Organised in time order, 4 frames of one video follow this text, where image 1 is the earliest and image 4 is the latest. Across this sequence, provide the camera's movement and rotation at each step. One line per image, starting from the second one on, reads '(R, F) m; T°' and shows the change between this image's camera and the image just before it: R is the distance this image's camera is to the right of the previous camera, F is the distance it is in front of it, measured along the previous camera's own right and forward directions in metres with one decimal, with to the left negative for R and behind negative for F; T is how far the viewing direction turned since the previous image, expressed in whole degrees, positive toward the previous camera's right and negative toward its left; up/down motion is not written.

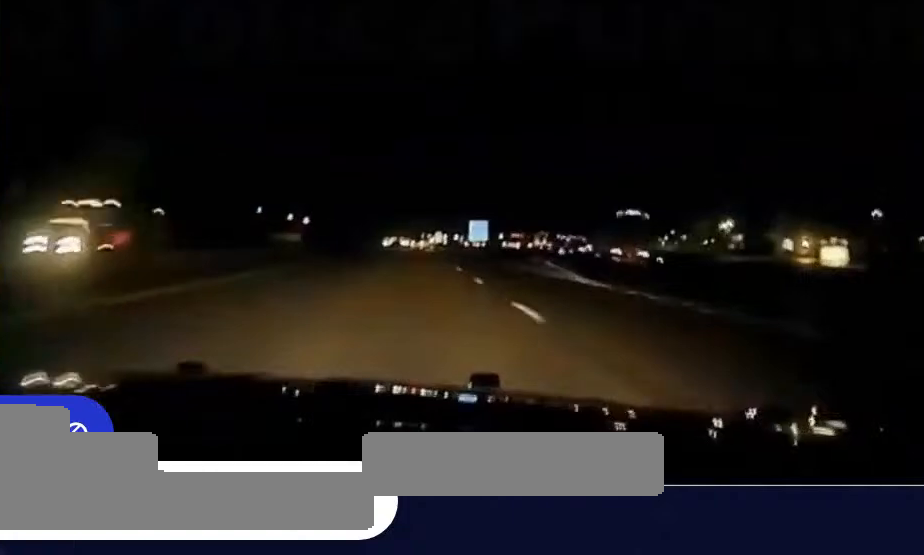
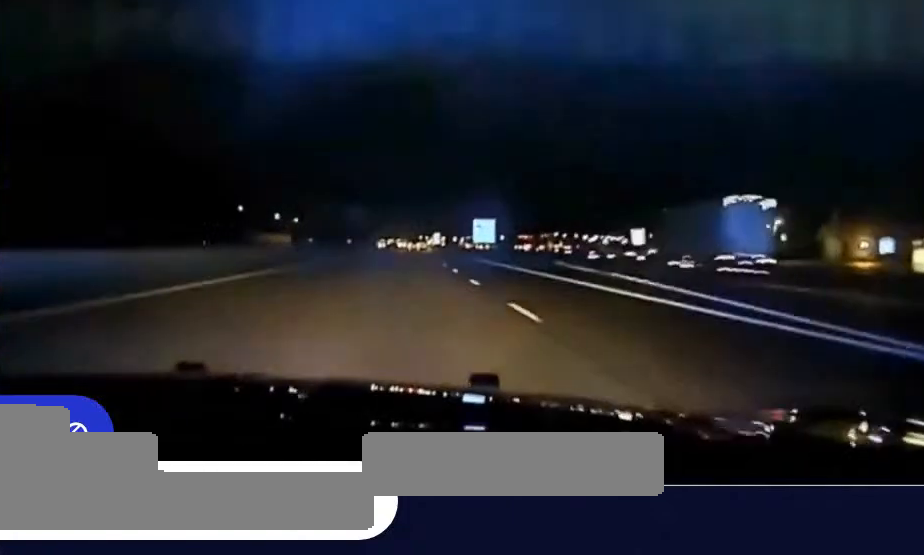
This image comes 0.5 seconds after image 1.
(0.0, +23.0) m; 0°
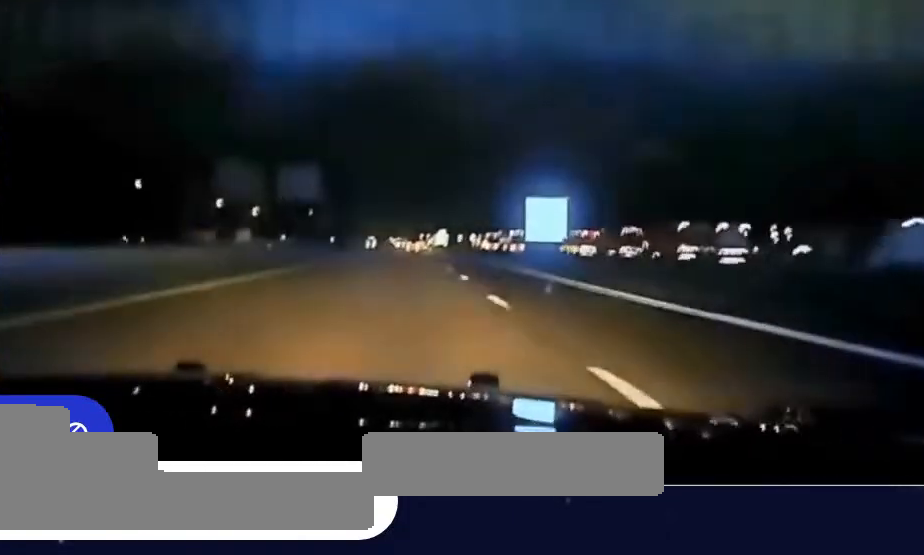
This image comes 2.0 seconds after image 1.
(0.0, +87.4) m; 0°
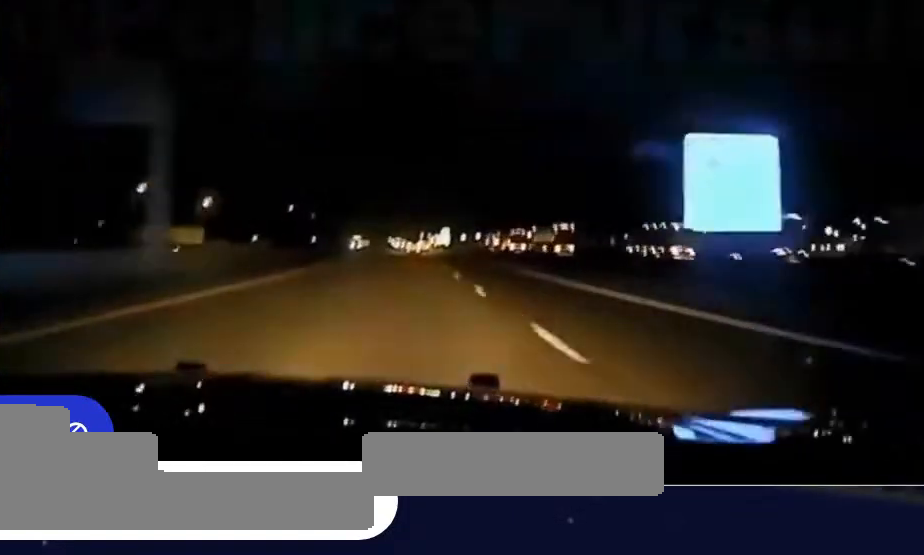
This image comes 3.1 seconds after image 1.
(+0.1, +66.7) m; +1°
